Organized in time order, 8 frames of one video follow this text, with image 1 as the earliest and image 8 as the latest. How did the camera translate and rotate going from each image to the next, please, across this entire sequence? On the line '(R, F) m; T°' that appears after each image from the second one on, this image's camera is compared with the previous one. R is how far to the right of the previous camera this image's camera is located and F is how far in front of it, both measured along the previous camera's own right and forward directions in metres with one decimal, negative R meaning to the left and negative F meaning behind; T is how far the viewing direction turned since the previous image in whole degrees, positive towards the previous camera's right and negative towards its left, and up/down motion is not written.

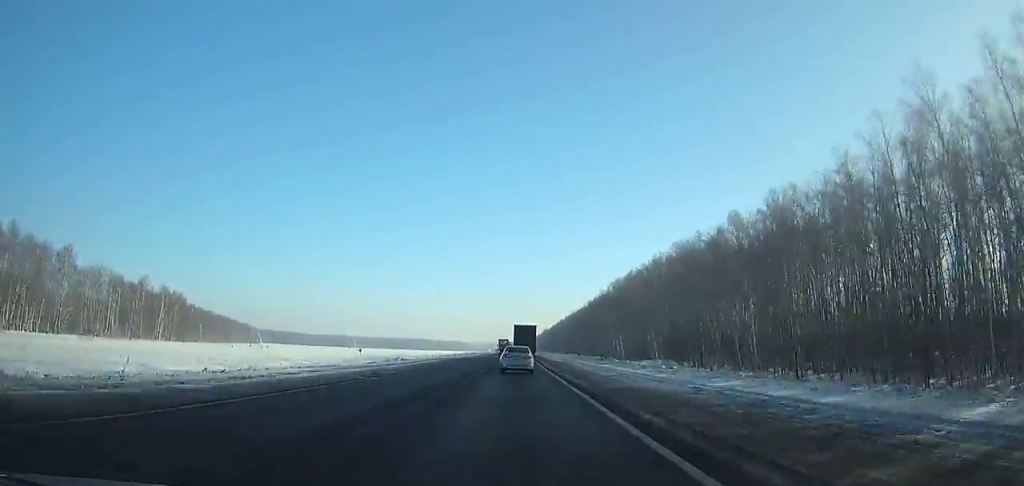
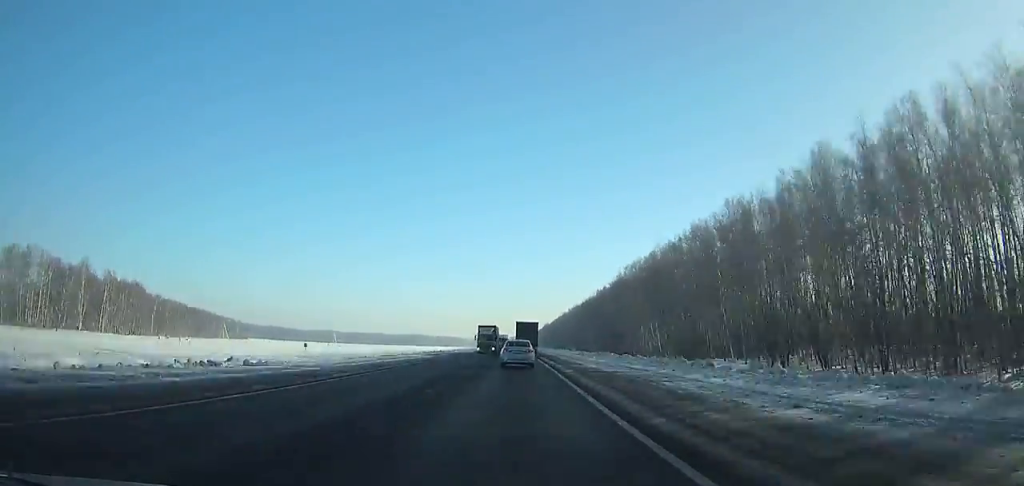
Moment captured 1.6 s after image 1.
(+0.1, +36.7) m; 0°
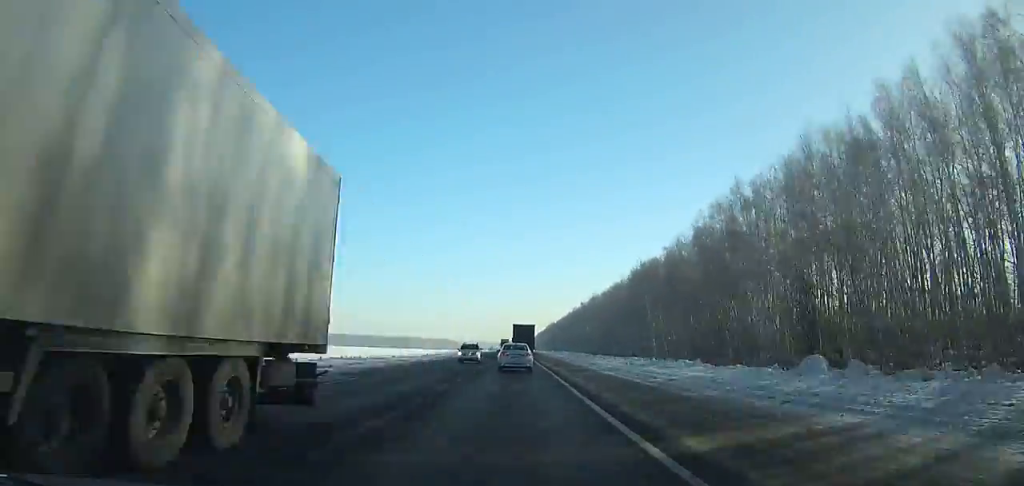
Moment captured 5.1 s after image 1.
(-0.3, +80.8) m; 0°
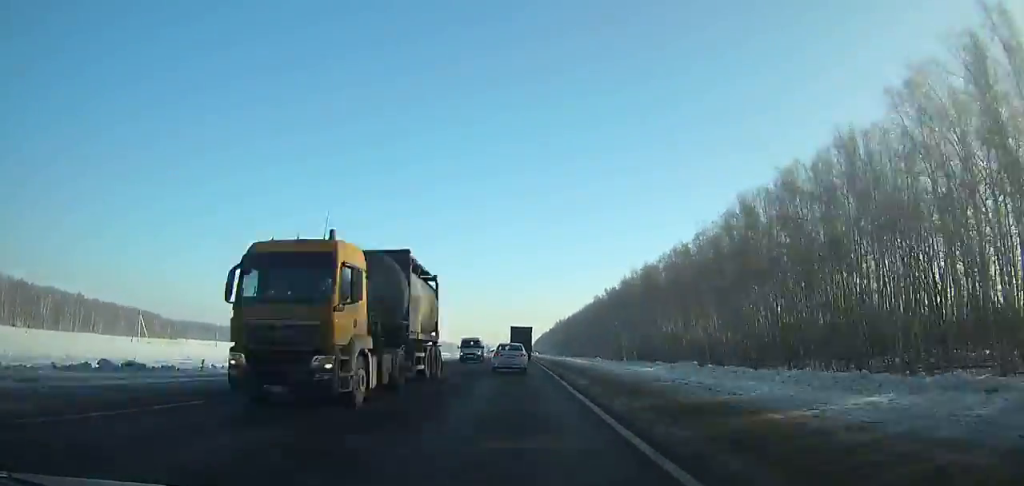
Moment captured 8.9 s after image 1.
(-0.3, +88.6) m; 0°
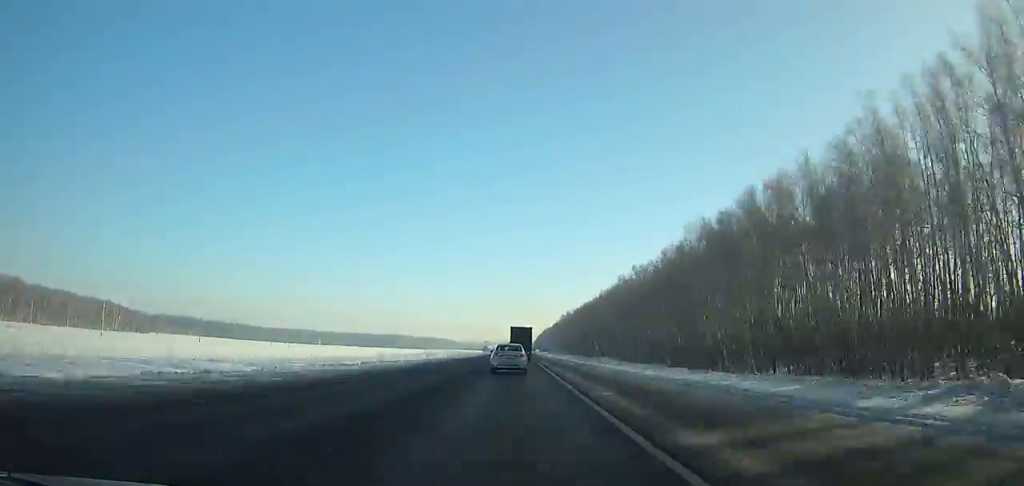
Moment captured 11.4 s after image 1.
(-0.2, +58.7) m; 0°
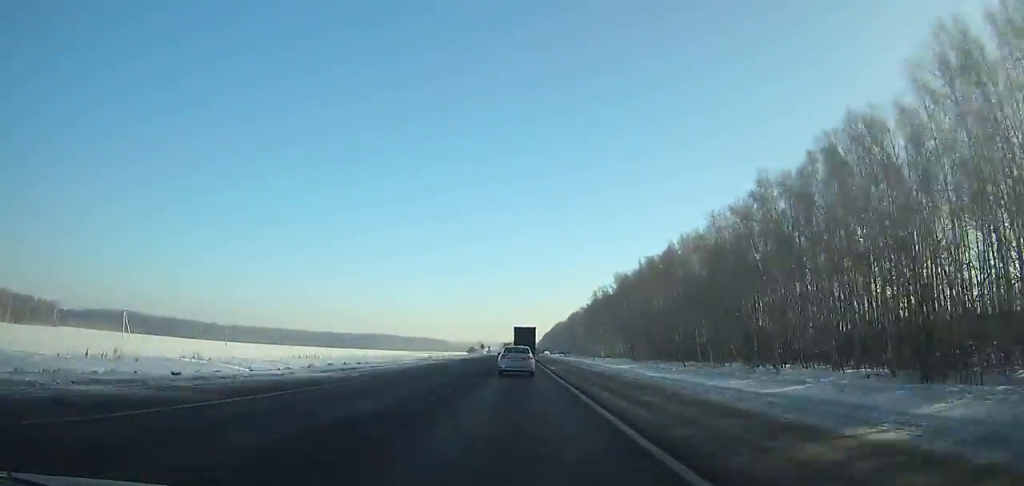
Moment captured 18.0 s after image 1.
(+0.9, +154.8) m; +1°
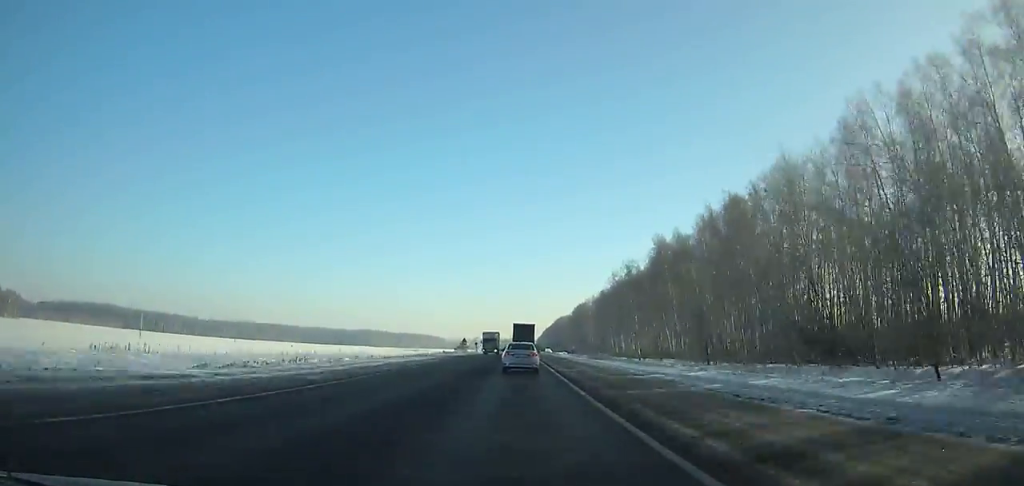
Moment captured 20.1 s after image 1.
(+0.2, +48.7) m; 0°
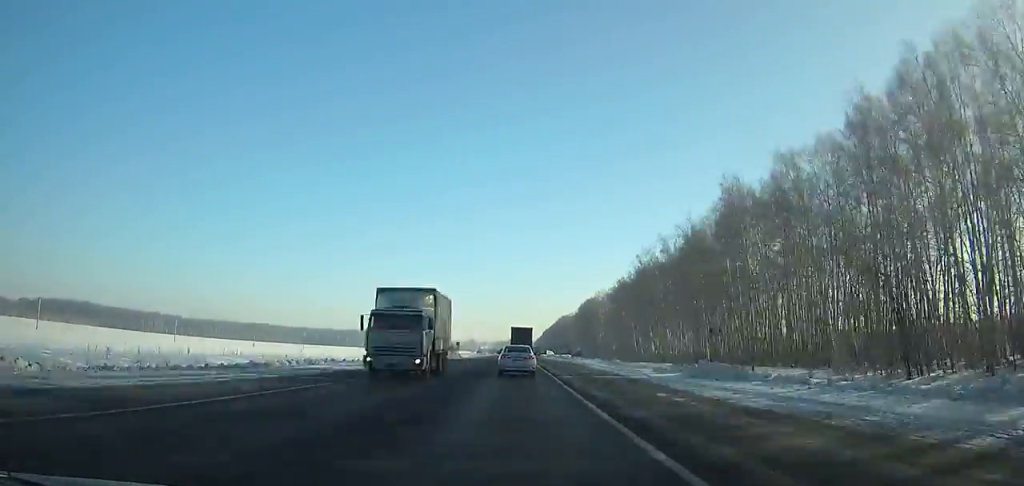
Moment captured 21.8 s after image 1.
(-0.1, +39.0) m; 0°
